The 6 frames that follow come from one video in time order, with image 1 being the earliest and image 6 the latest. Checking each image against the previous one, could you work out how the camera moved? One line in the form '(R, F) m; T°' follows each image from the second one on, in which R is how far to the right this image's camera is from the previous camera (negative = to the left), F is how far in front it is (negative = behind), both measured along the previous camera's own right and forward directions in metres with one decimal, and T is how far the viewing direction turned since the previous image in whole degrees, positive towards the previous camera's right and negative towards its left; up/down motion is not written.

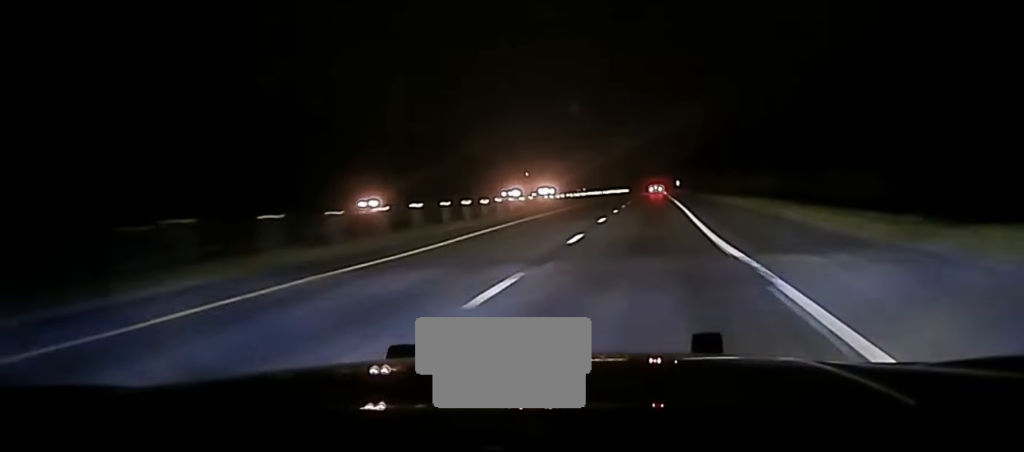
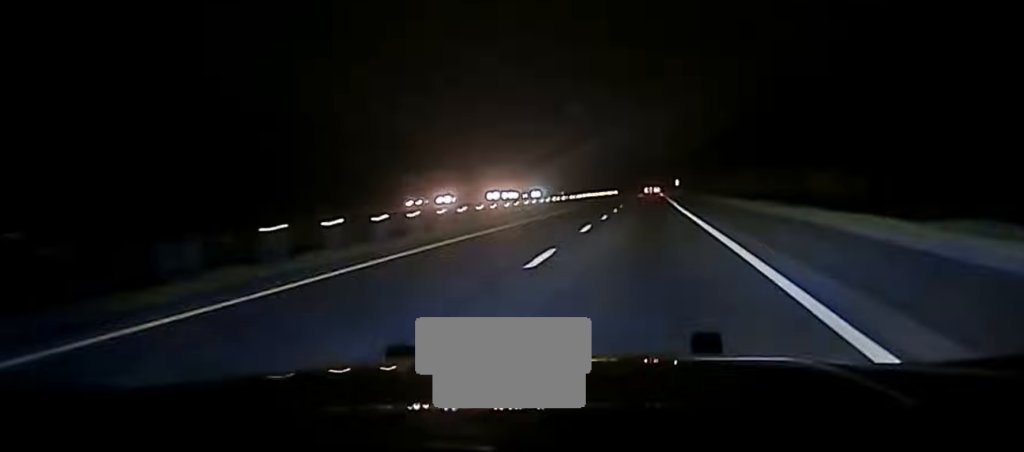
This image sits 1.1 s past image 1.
(0.0, +52.5) m; 0°
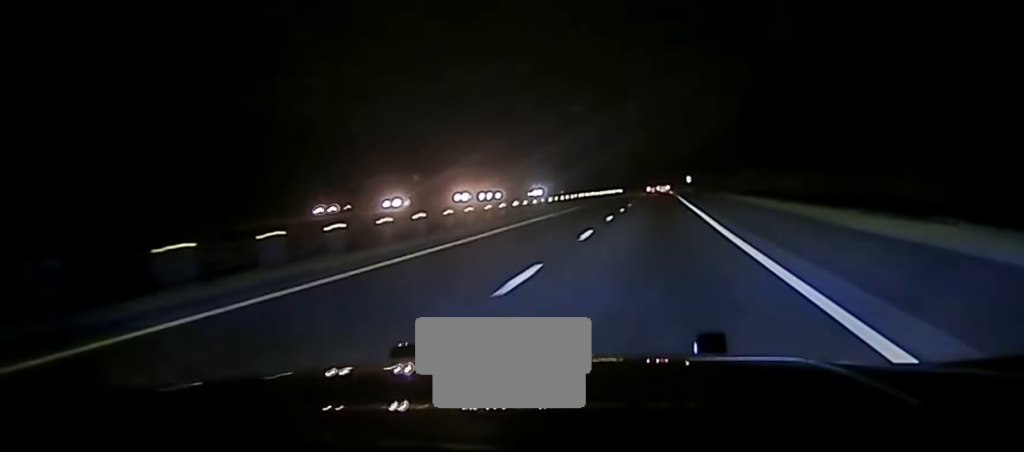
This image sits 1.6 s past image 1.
(+0.2, +29.2) m; 0°
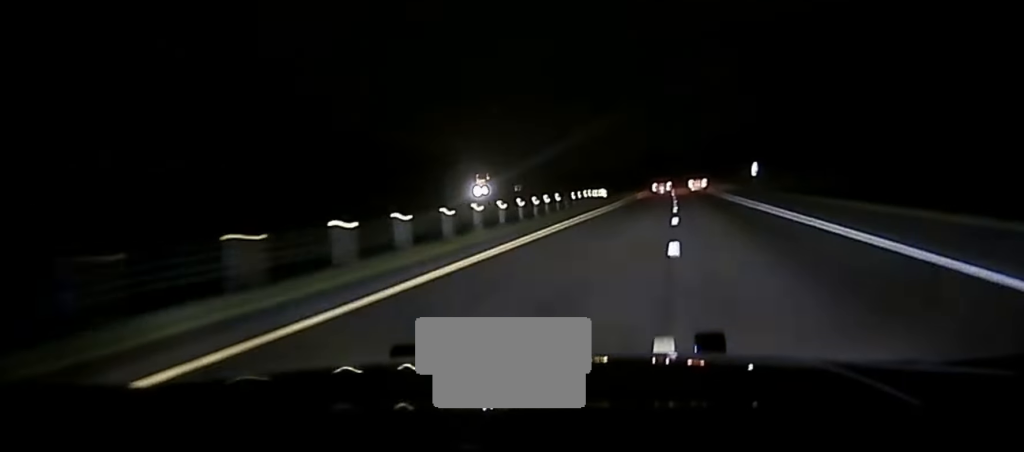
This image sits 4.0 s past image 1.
(-2.2, +128.4) m; -1°
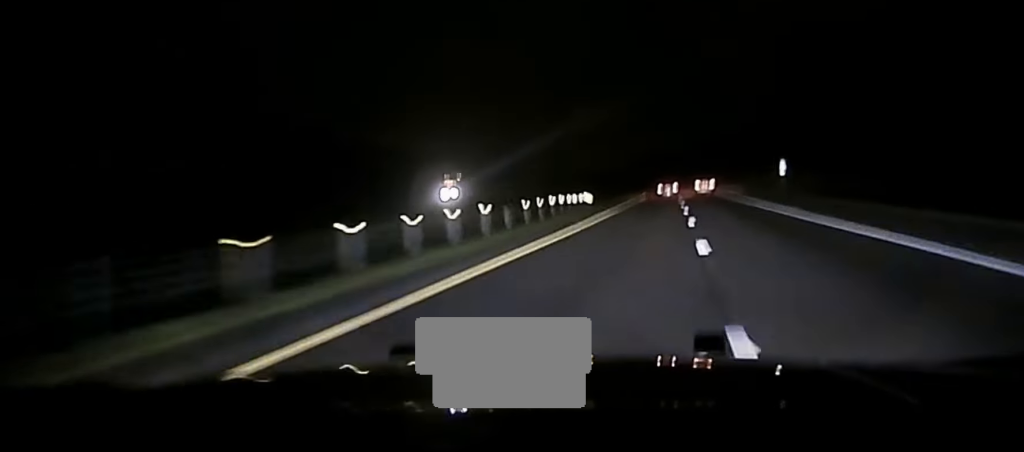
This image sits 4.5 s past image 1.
(+0.4, +25.4) m; 0°
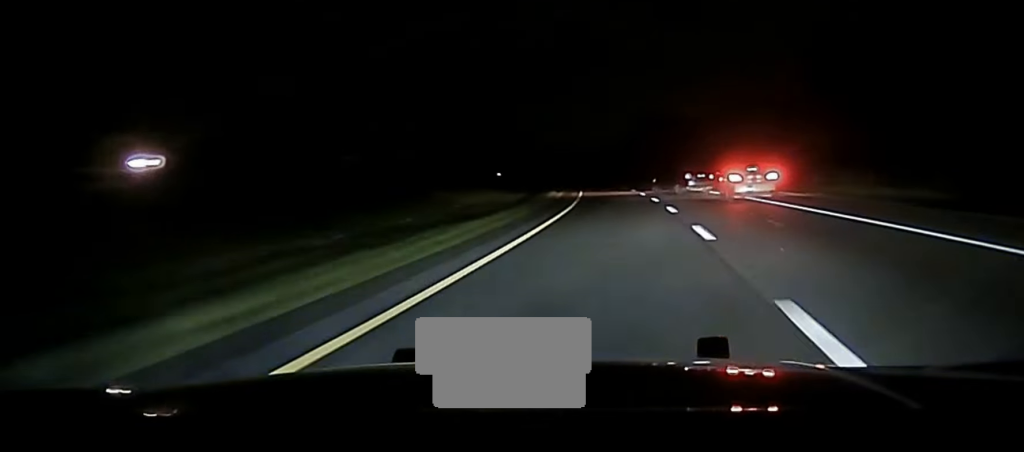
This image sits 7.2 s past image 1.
(-0.4, +133.8) m; -2°
